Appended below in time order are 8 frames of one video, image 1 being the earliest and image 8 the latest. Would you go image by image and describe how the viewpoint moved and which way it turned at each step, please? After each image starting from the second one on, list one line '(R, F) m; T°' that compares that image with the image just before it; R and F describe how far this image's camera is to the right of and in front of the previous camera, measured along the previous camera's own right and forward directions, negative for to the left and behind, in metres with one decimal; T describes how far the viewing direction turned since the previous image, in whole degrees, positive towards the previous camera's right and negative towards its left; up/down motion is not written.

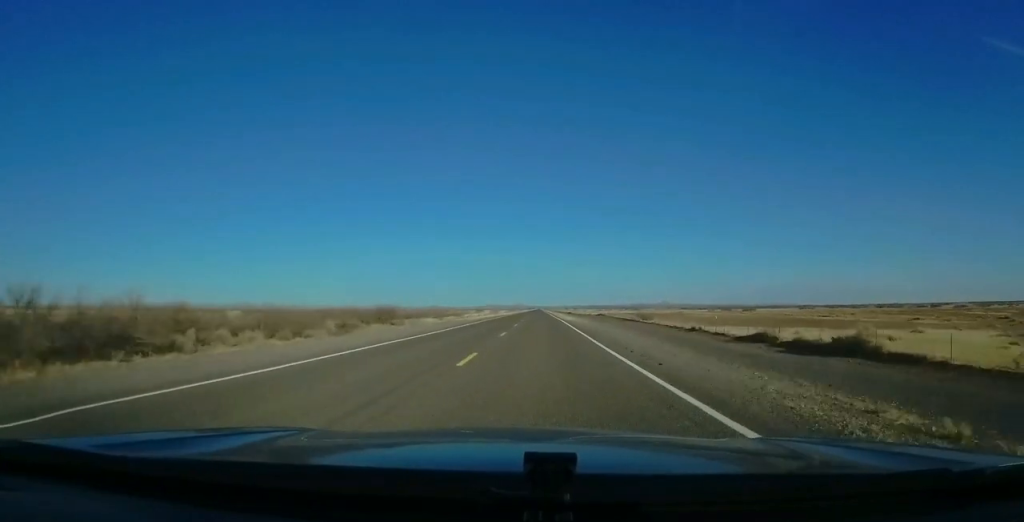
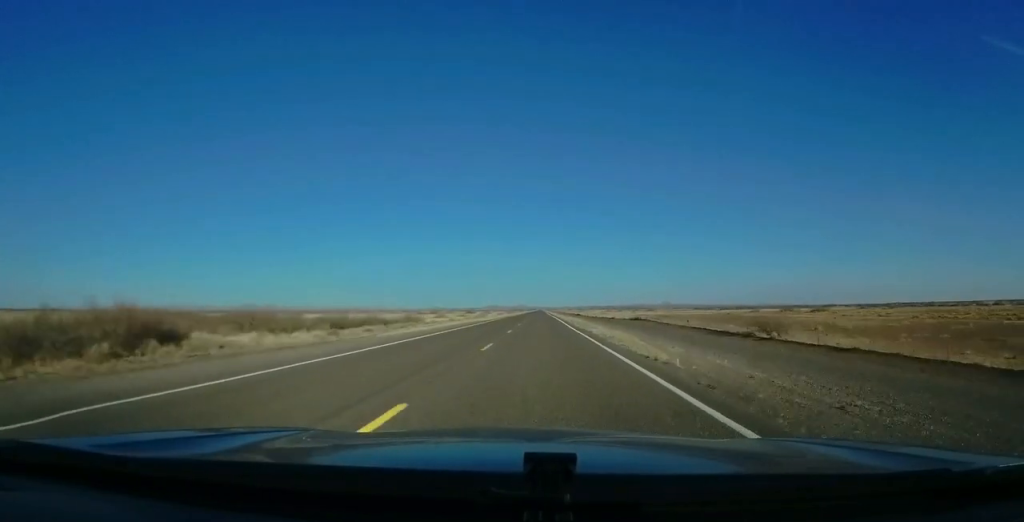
(0.0, +44.7) m; -1°
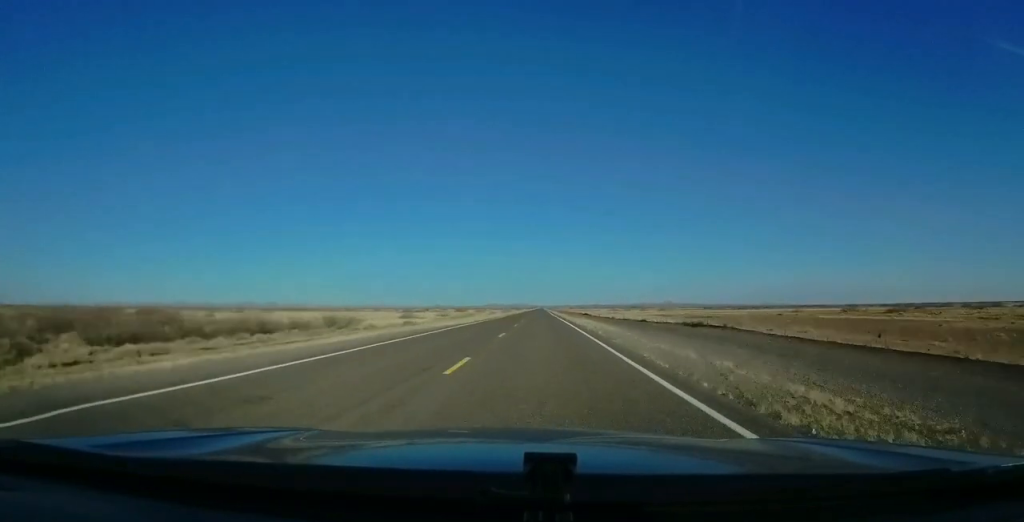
(-0.3, +30.8) m; 0°
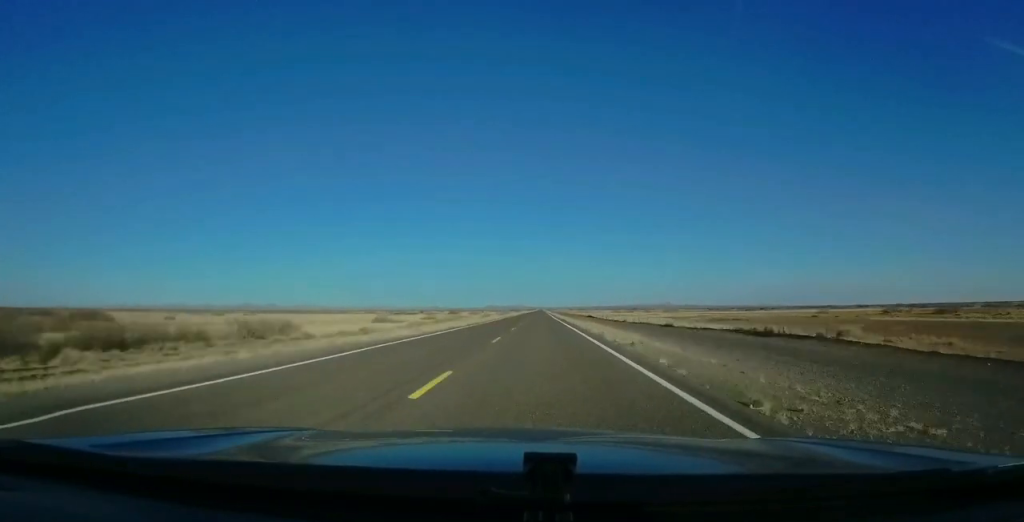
(+0.2, +14.9) m; 0°
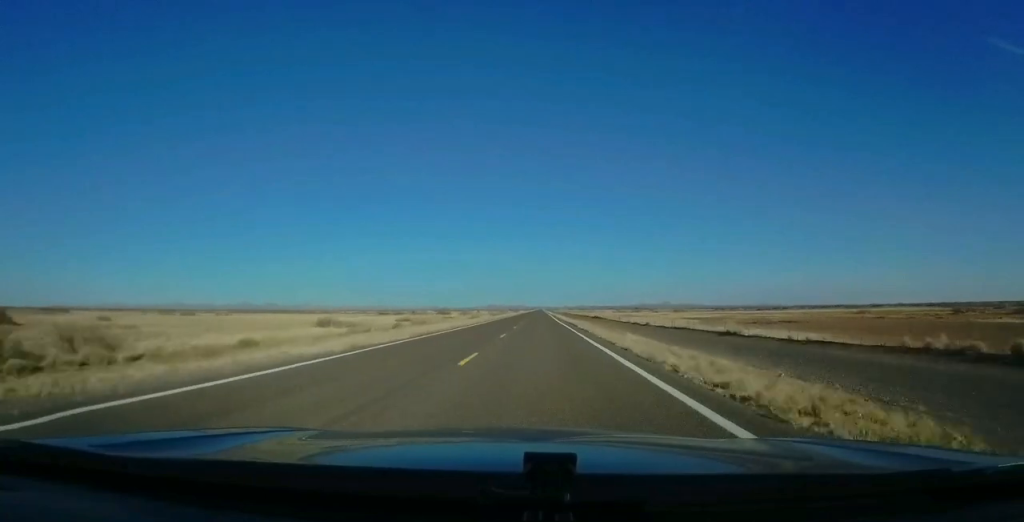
(-0.1, +19.8) m; -1°
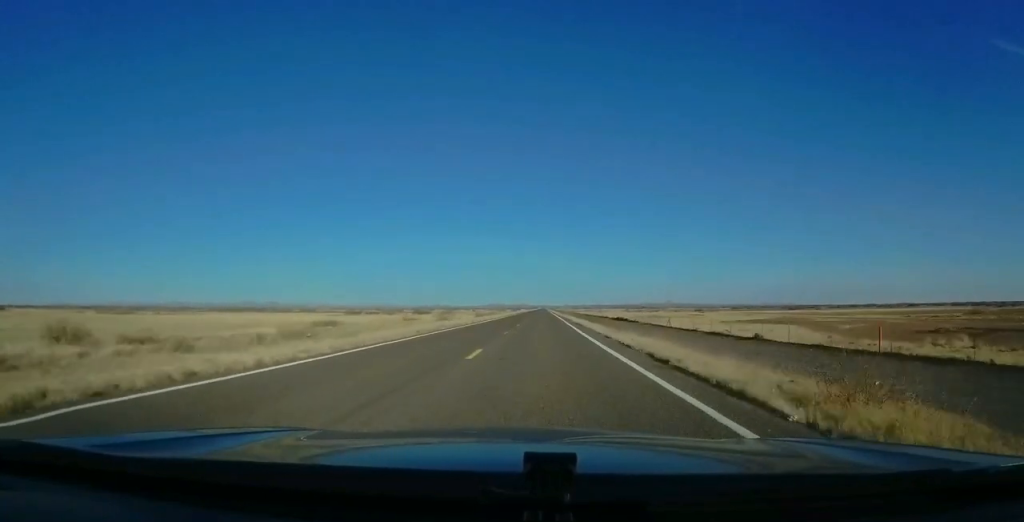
(-0.7, +35.4) m; -1°
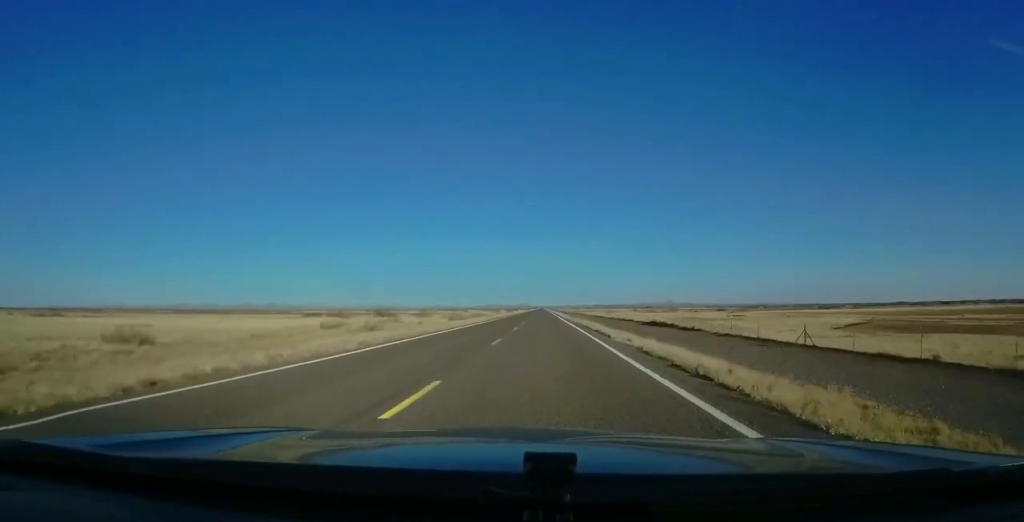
(+0.2, +31.3) m; +1°
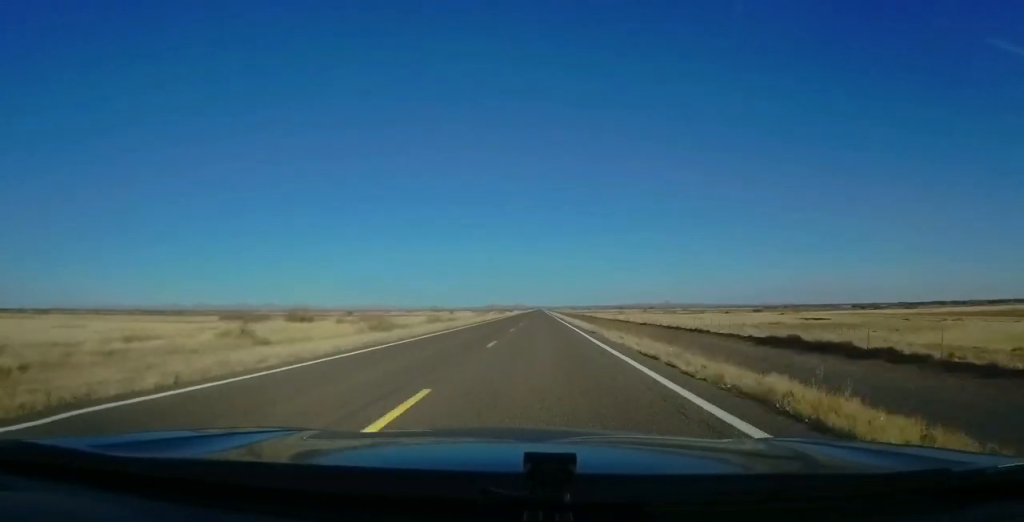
(+0.2, +37.4) m; +1°
